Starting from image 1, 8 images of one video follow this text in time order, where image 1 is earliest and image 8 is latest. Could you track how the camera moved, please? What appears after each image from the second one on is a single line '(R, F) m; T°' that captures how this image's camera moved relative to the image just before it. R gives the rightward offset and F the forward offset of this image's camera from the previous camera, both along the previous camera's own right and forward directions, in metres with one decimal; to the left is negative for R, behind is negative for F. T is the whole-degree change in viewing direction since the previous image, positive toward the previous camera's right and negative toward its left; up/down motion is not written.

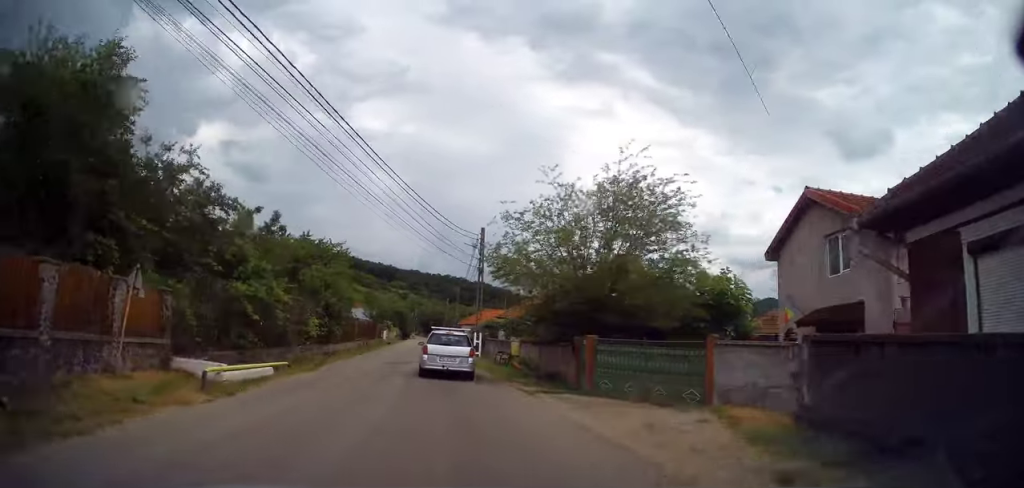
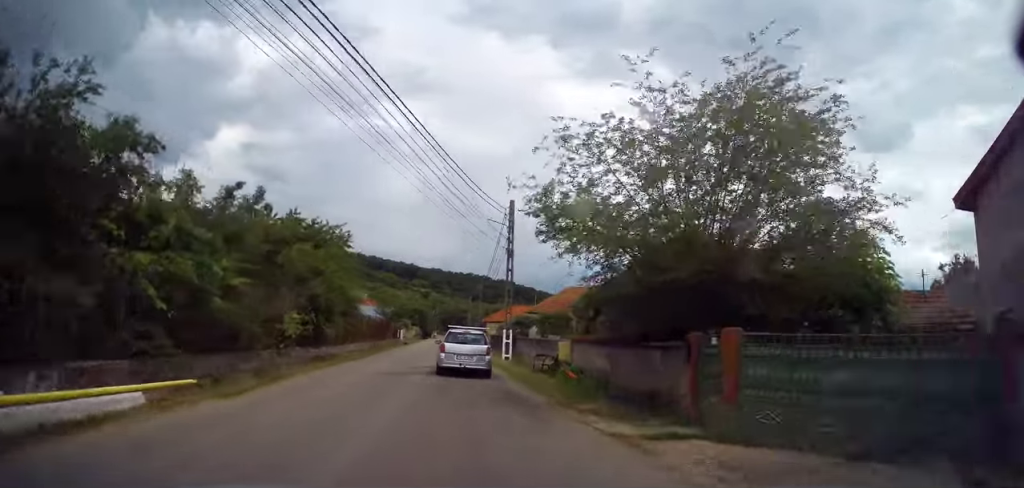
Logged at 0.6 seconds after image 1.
(-0.3, +7.2) m; -3°
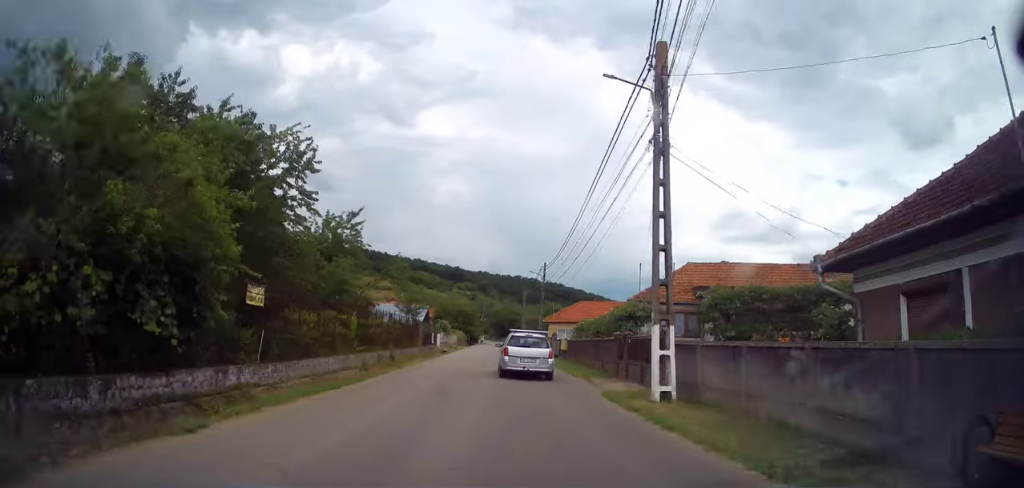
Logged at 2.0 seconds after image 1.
(-0.7, +17.0) m; -2°
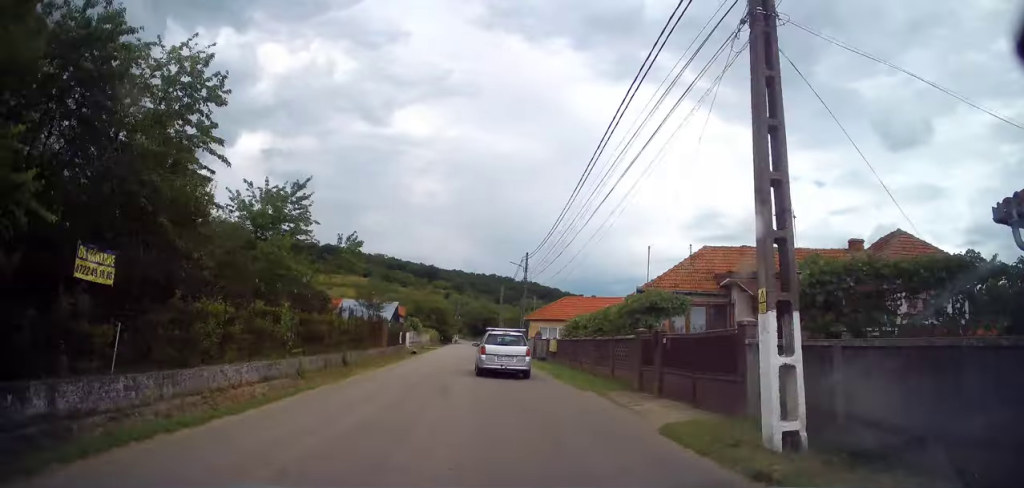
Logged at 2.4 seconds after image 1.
(0.0, +5.4) m; +1°
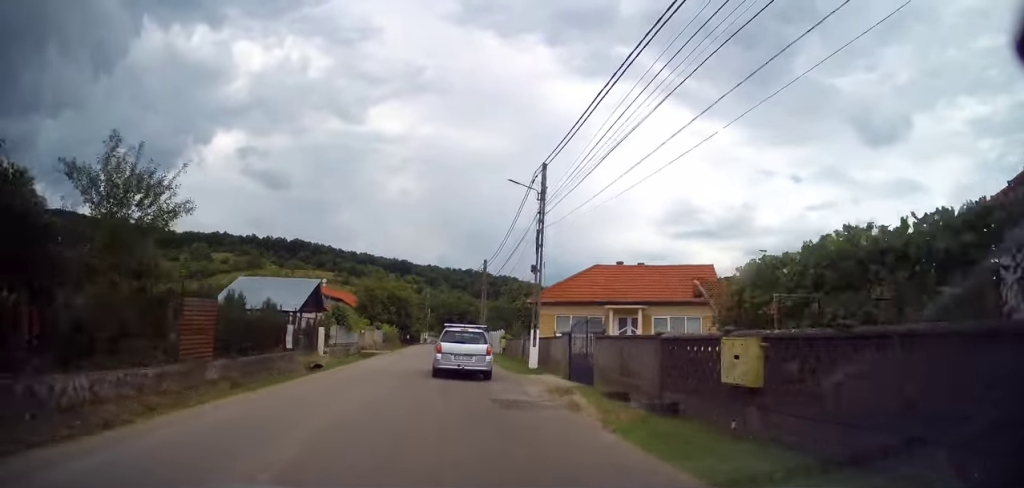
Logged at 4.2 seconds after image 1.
(+0.8, +21.9) m; +1°
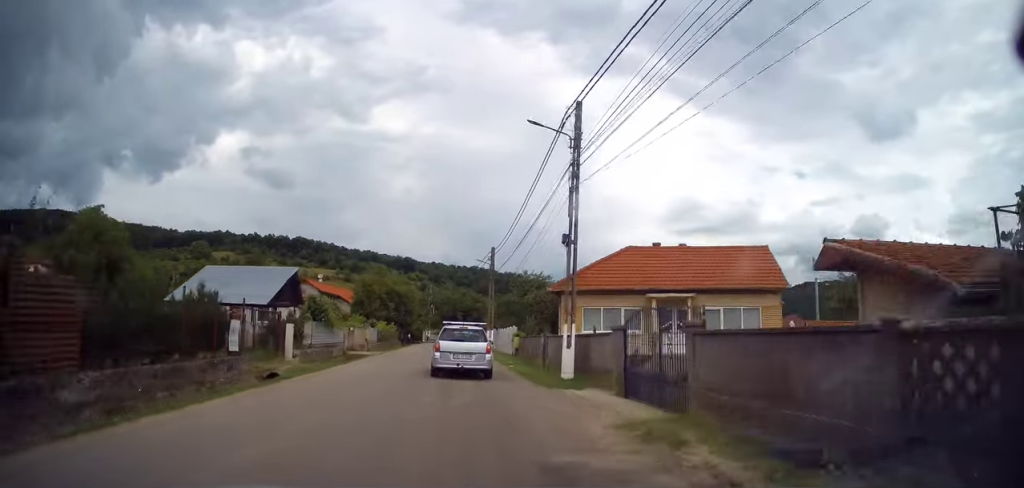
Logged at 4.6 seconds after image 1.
(-0.2, +5.9) m; -1°
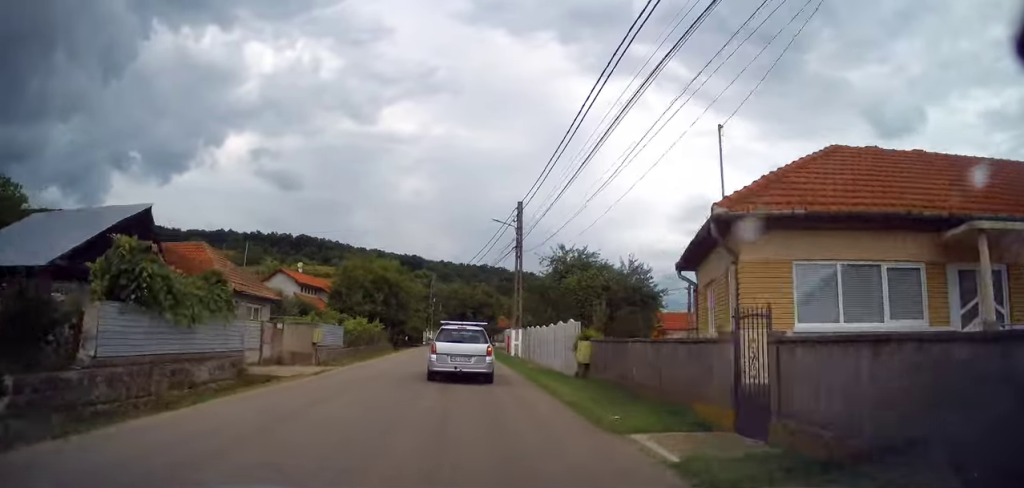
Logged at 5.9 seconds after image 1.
(0.0, +16.1) m; 0°
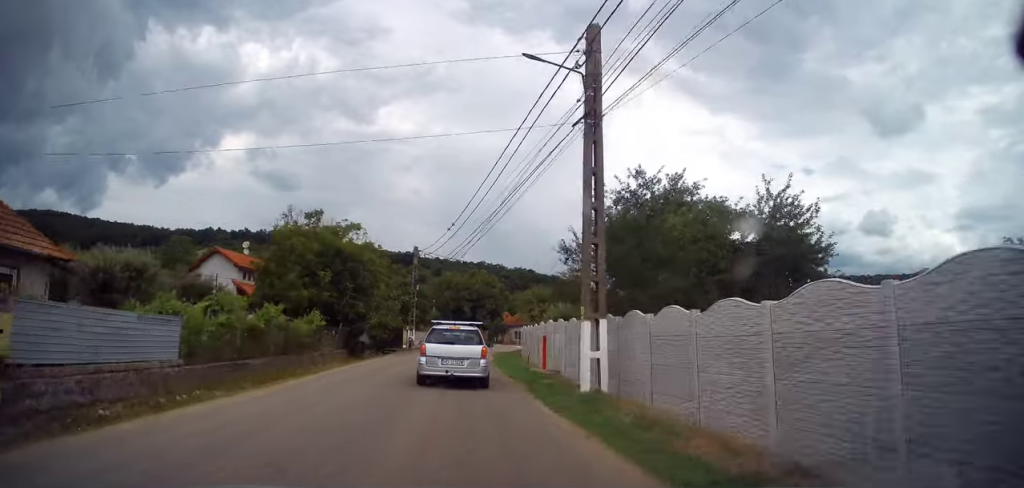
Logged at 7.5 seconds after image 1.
(-0.1, +17.3) m; -1°
